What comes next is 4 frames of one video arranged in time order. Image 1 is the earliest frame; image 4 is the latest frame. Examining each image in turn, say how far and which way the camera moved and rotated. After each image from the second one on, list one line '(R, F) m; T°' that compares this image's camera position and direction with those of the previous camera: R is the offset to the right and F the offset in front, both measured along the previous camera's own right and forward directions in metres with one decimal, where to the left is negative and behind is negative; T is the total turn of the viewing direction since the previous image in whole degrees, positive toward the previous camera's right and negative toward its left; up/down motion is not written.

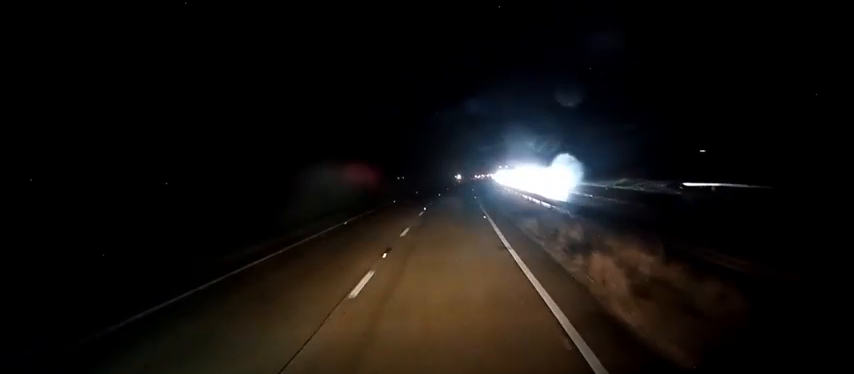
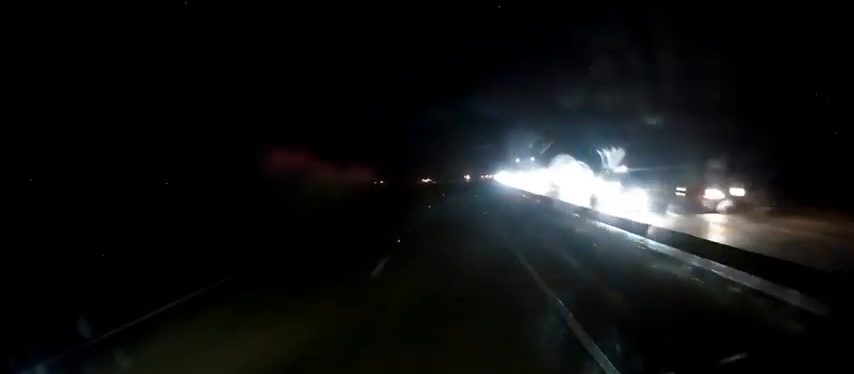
(-0.1, +33.8) m; +2°
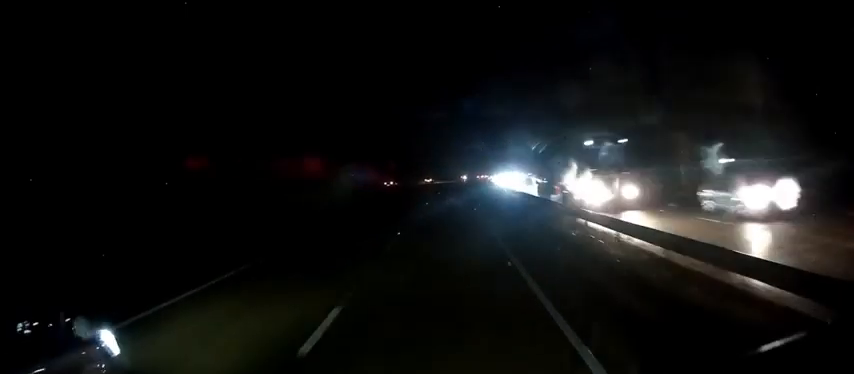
(+0.4, +14.4) m; +2°
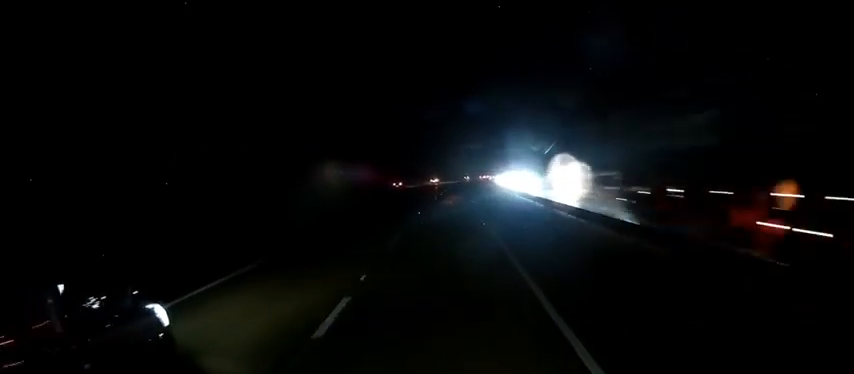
(+0.3, +8.0) m; 0°
